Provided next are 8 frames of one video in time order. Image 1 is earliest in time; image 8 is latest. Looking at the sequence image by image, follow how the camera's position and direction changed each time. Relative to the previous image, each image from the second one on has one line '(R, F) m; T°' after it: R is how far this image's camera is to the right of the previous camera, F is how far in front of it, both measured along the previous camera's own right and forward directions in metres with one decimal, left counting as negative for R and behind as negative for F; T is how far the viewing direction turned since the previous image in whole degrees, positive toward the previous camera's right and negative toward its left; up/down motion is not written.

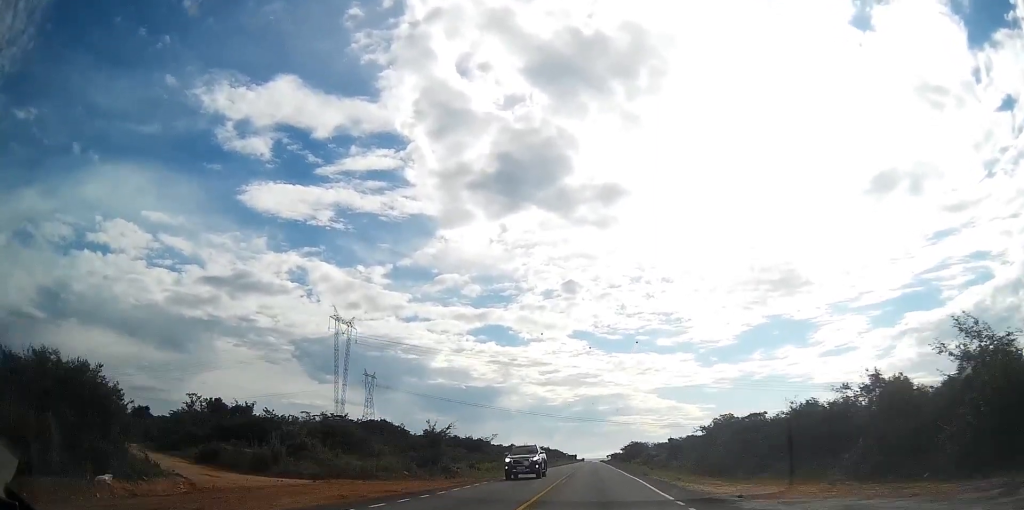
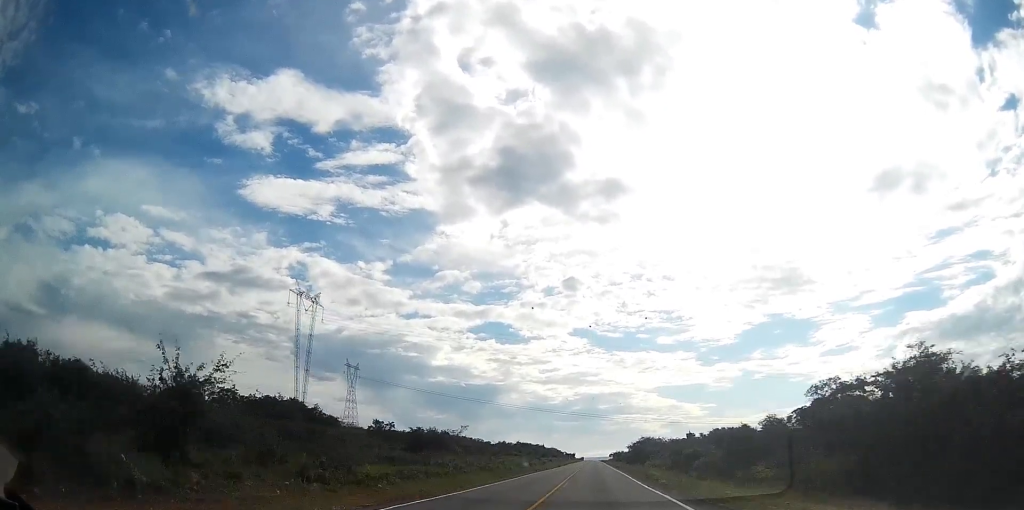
(-0.1, +32.2) m; 0°
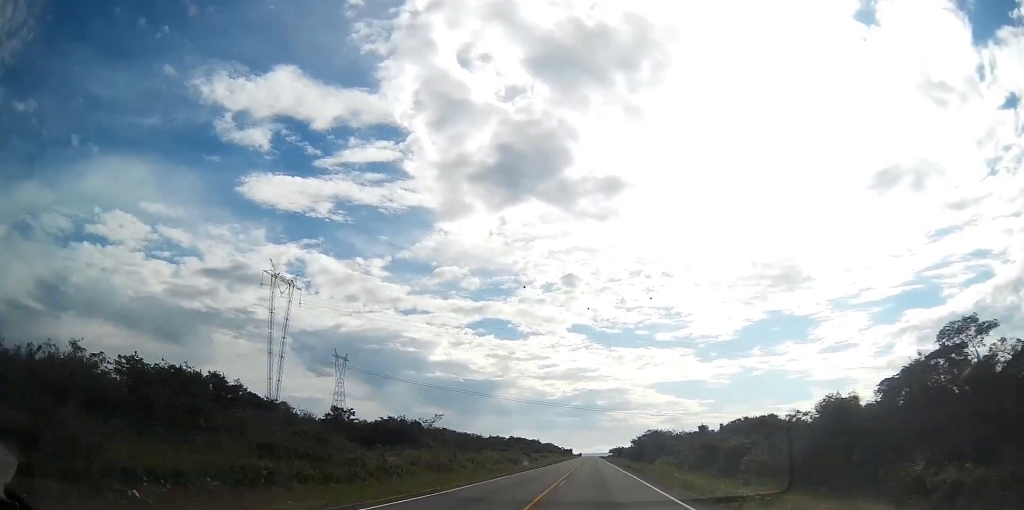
(0.0, +17.6) m; 0°
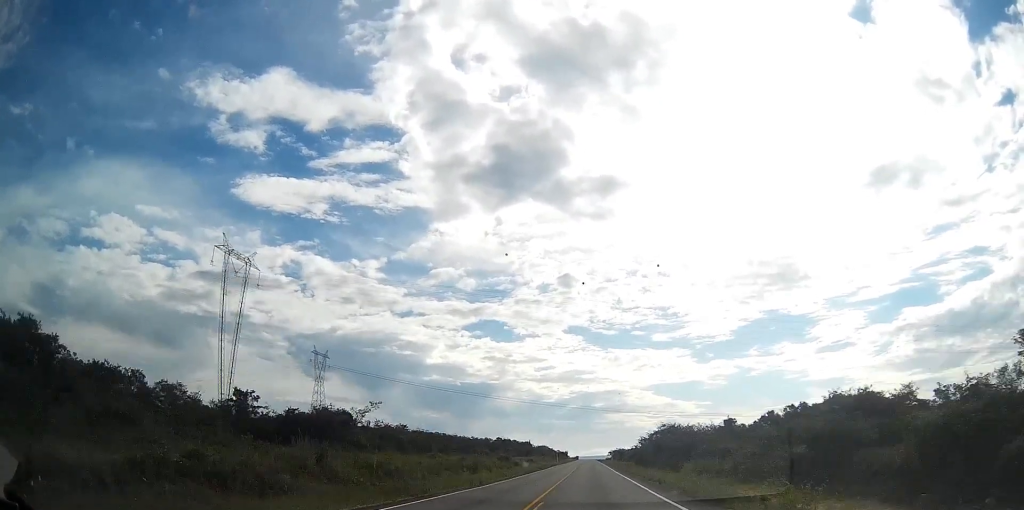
(0.0, +24.9) m; 0°
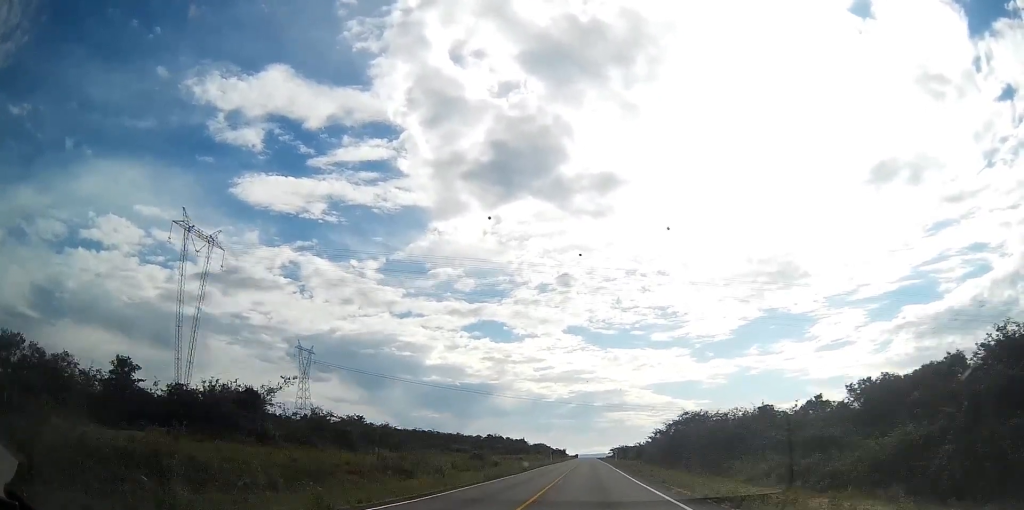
(0.0, +20.5) m; 0°
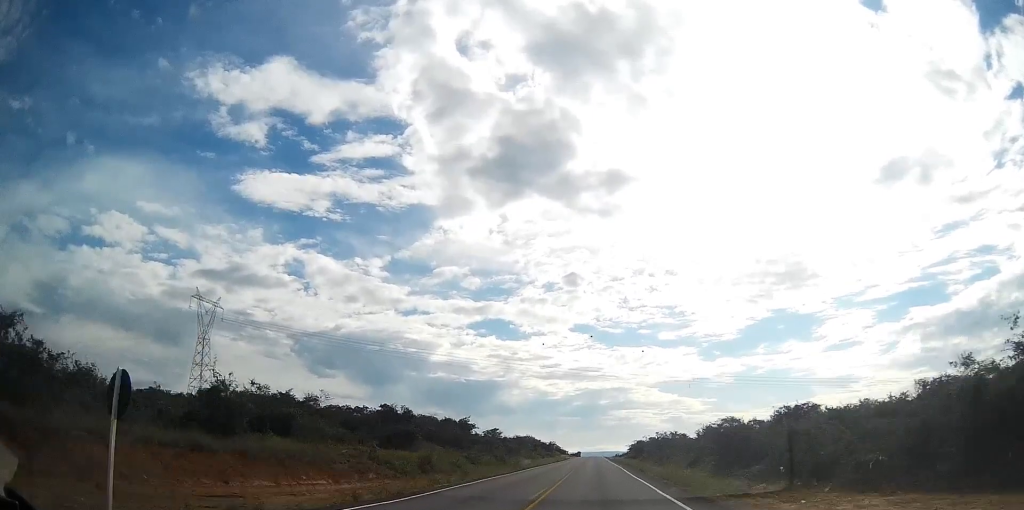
(-0.2, +103.0) m; 0°
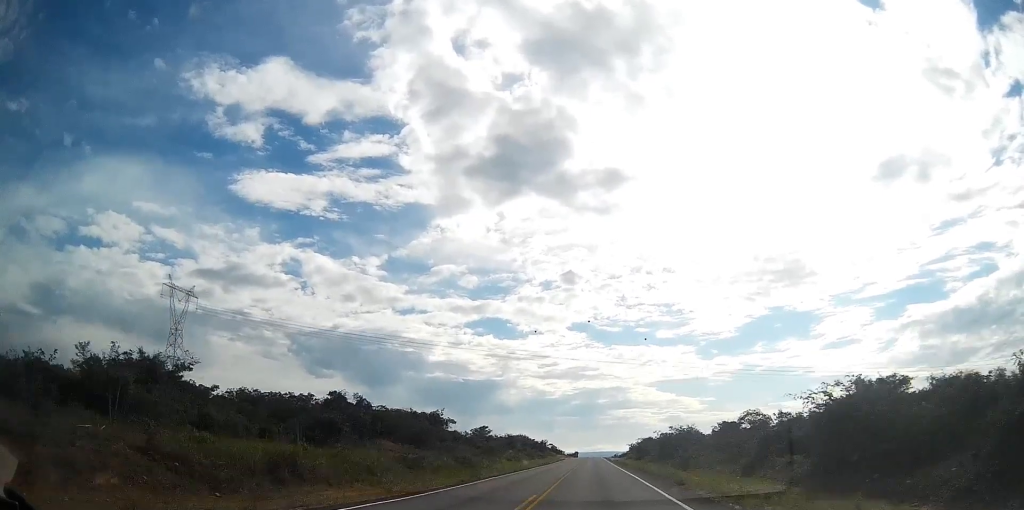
(0.0, +17.7) m; 0°
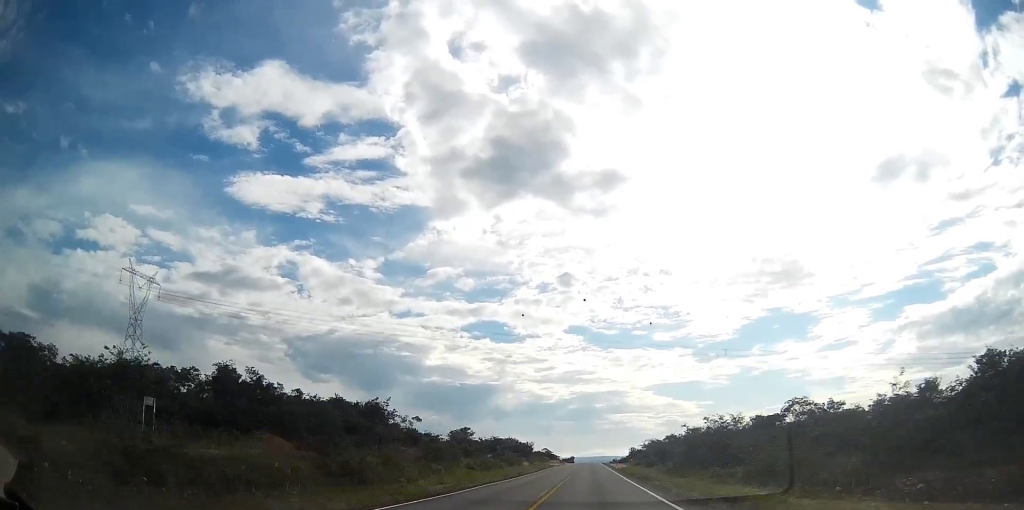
(0.0, +25.1) m; 0°
